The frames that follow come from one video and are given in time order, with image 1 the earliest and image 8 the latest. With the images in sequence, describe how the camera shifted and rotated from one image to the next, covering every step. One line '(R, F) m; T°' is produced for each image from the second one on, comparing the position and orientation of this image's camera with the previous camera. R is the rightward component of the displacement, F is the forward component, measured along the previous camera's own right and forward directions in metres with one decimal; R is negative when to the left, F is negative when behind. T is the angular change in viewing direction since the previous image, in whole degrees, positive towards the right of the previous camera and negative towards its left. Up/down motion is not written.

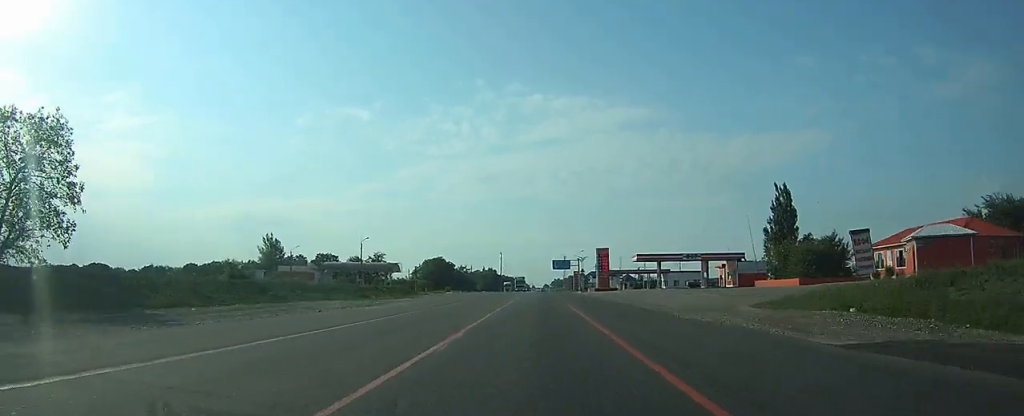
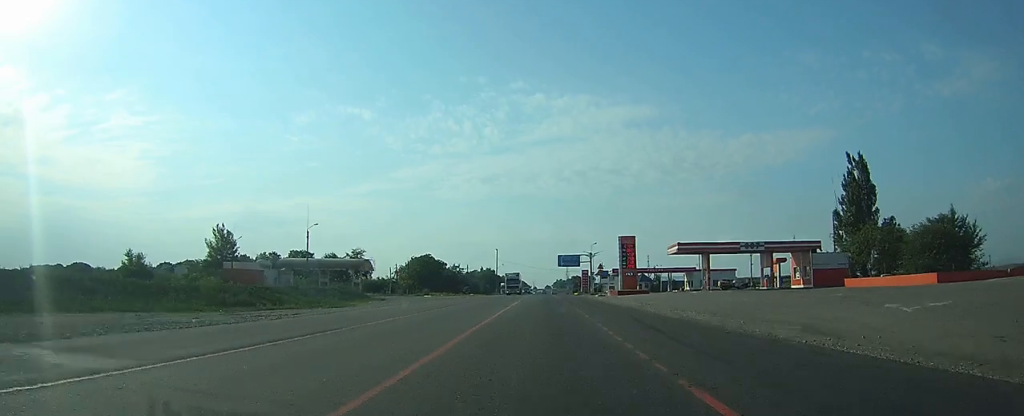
(-0.1, +27.2) m; 0°
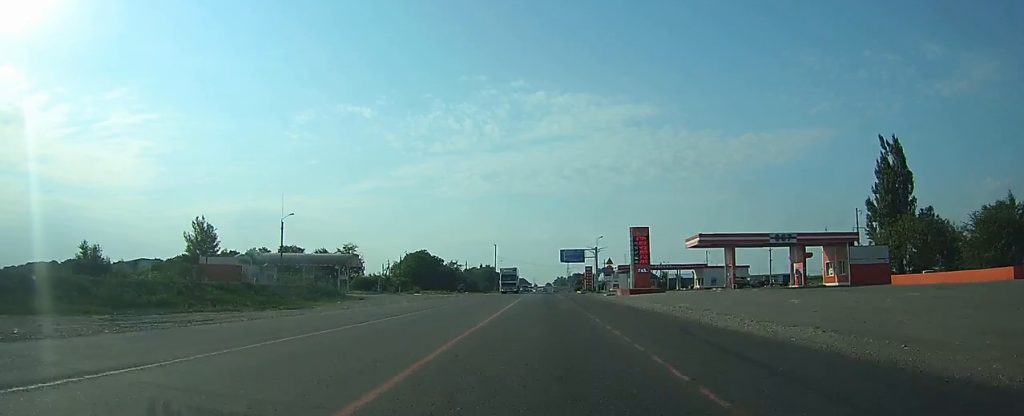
(0.0, +9.1) m; 0°
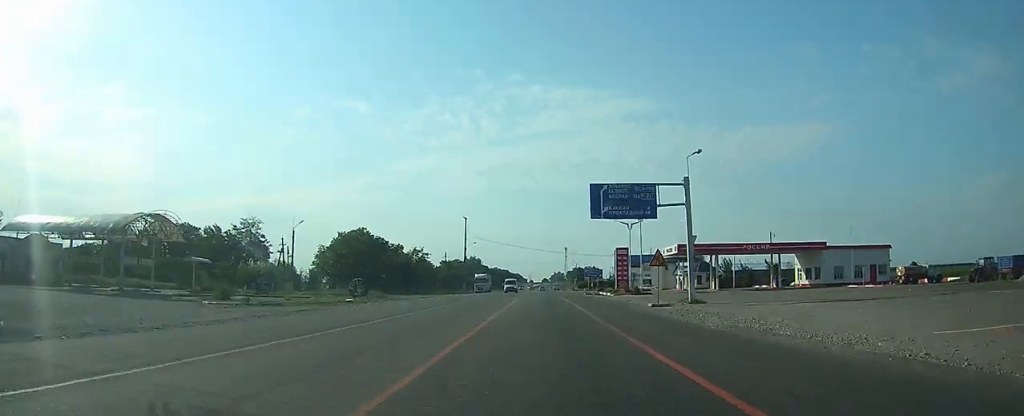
(+0.1, +61.8) m; +1°
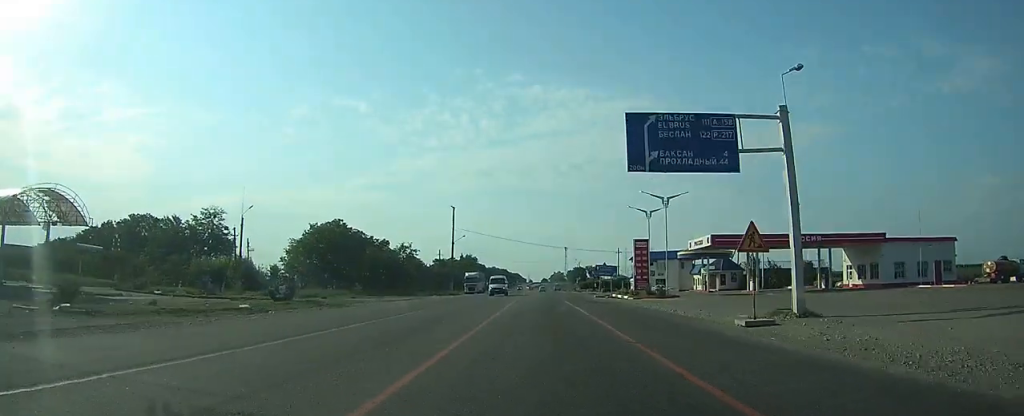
(+0.1, +15.0) m; 0°
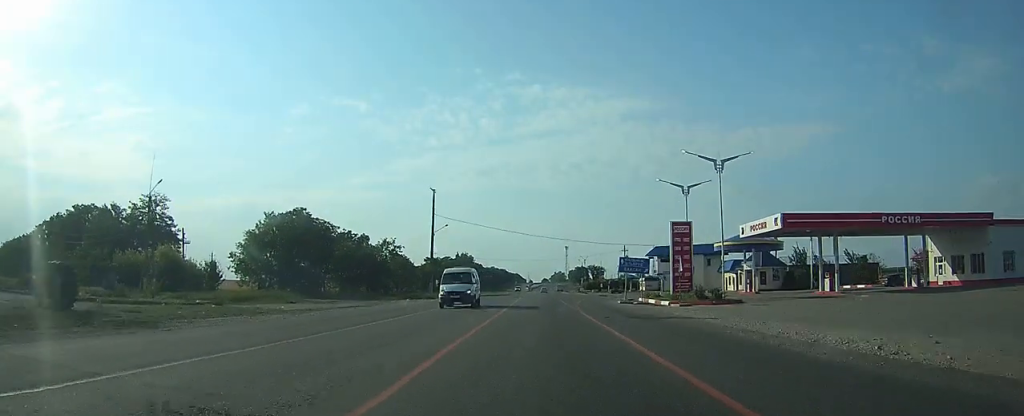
(-0.2, +18.0) m; -1°
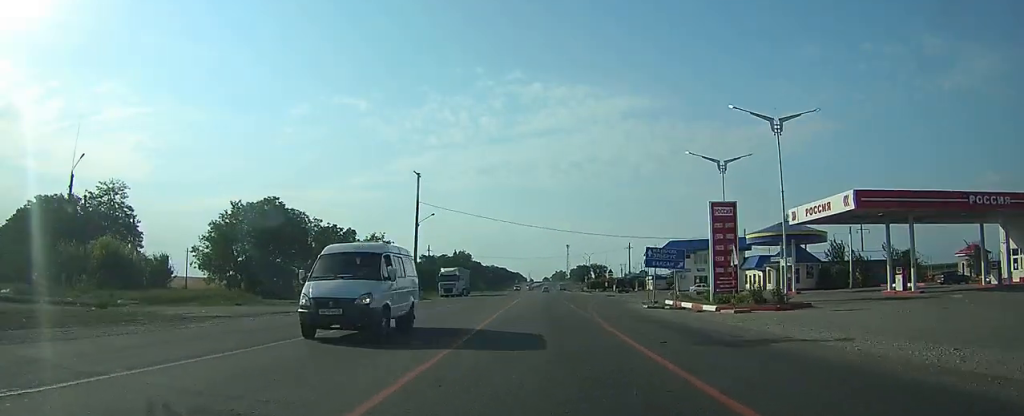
(-0.1, +10.5) m; 0°
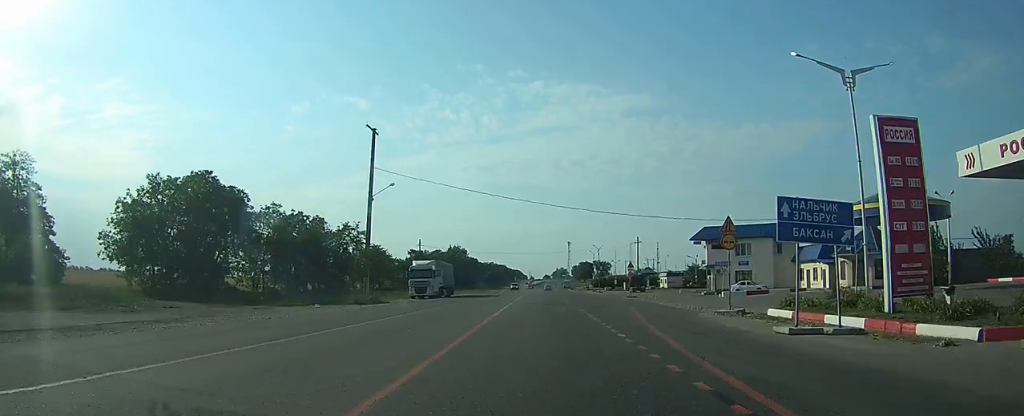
(0.0, +18.6) m; 0°
